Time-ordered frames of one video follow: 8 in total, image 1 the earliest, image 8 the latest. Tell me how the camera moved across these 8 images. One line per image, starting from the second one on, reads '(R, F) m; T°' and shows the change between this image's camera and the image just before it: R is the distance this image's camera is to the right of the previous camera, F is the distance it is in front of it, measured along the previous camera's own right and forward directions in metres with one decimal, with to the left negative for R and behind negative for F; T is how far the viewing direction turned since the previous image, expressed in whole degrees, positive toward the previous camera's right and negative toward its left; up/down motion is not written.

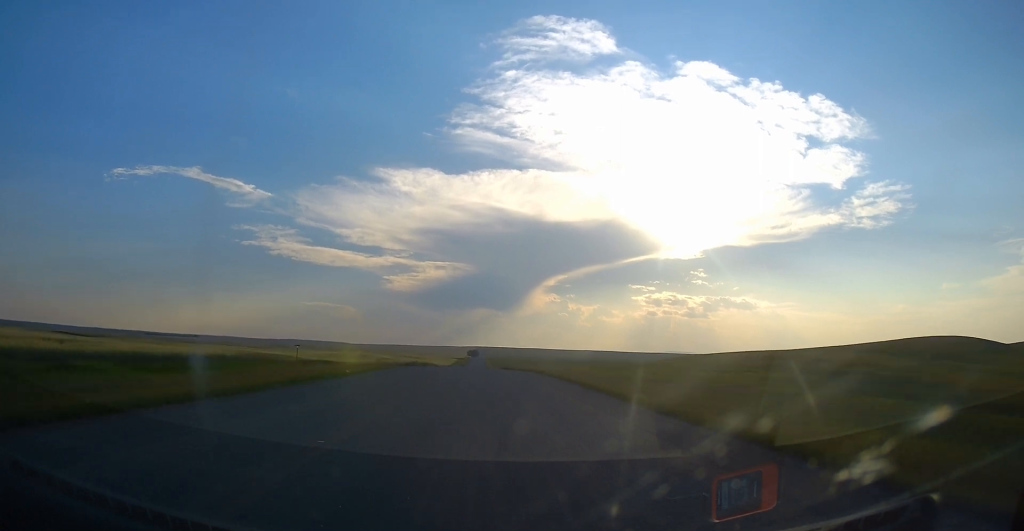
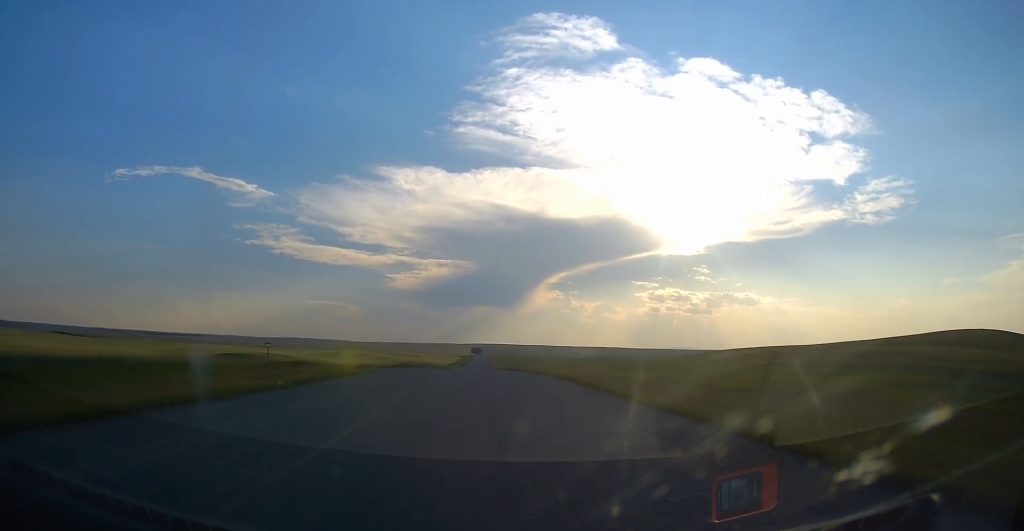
(0.0, +13.0) m; 0°
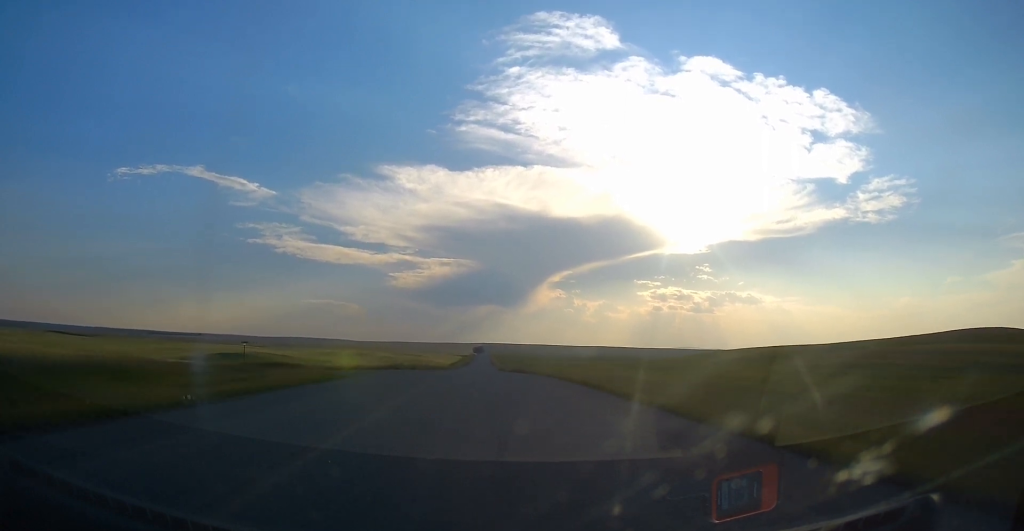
(0.0, +7.9) m; +1°
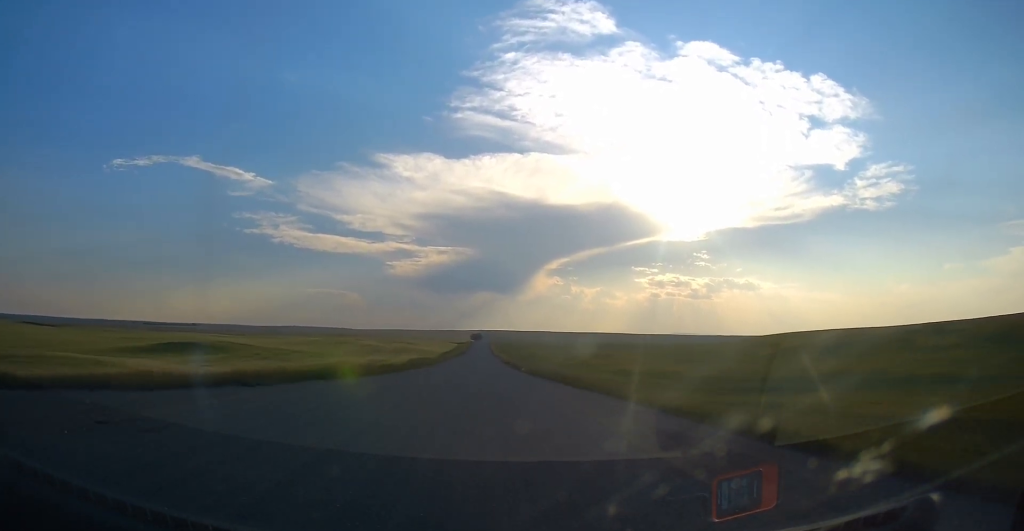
(+0.4, +40.9) m; -1°
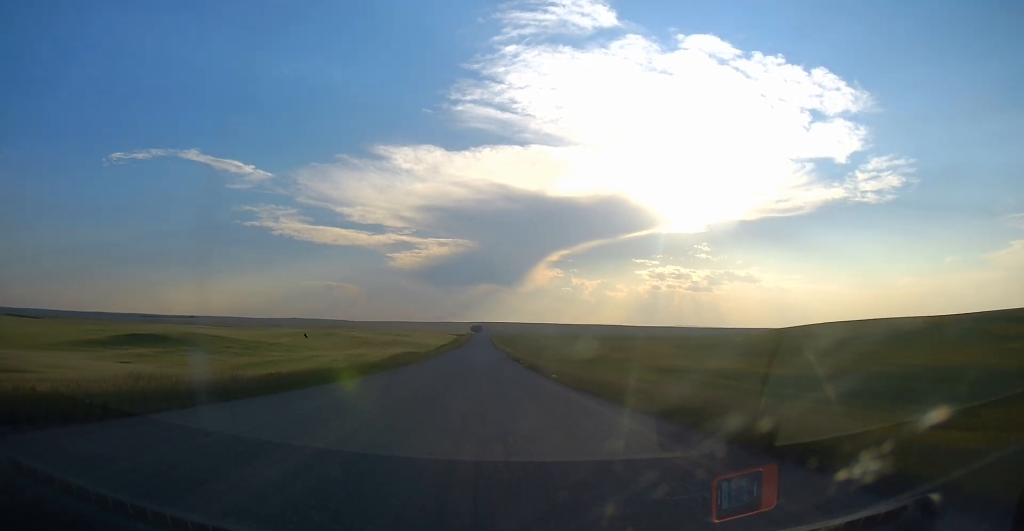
(0.0, +23.8) m; 0°
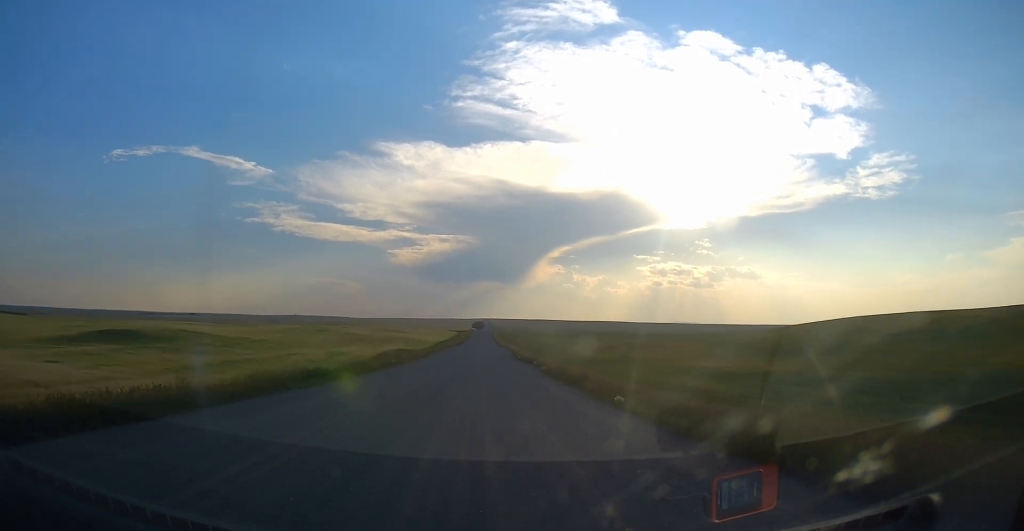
(0.0, +15.4) m; 0°
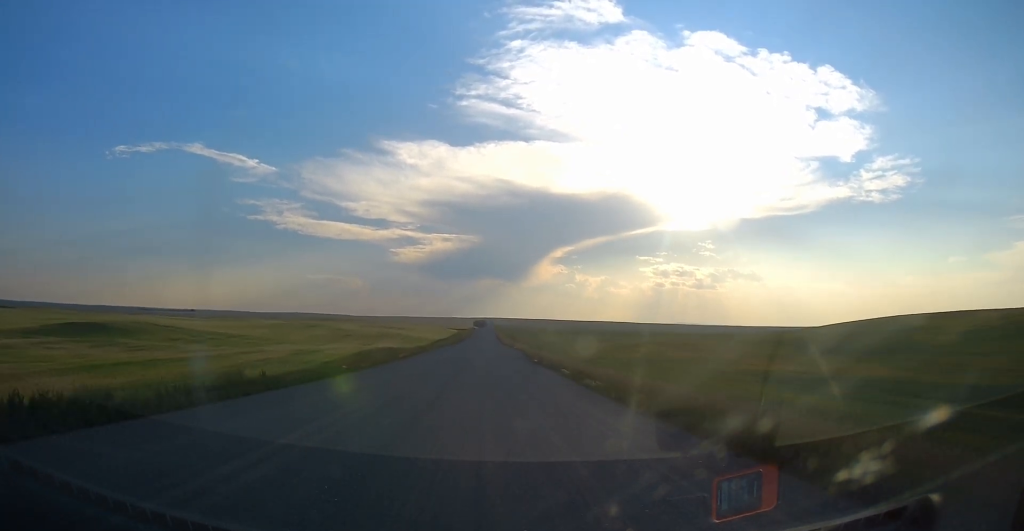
(0.0, +18.3) m; 0°
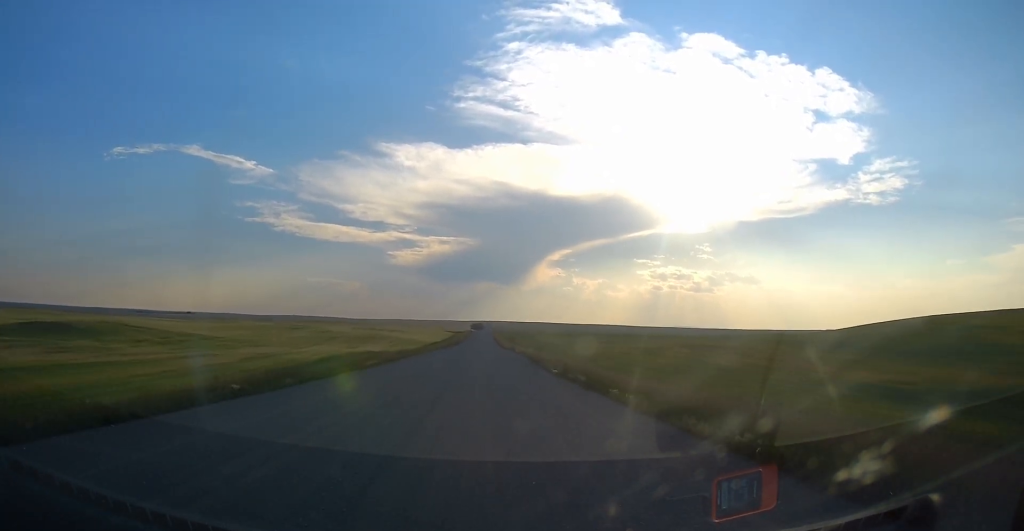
(0.0, +14.4) m; 0°
